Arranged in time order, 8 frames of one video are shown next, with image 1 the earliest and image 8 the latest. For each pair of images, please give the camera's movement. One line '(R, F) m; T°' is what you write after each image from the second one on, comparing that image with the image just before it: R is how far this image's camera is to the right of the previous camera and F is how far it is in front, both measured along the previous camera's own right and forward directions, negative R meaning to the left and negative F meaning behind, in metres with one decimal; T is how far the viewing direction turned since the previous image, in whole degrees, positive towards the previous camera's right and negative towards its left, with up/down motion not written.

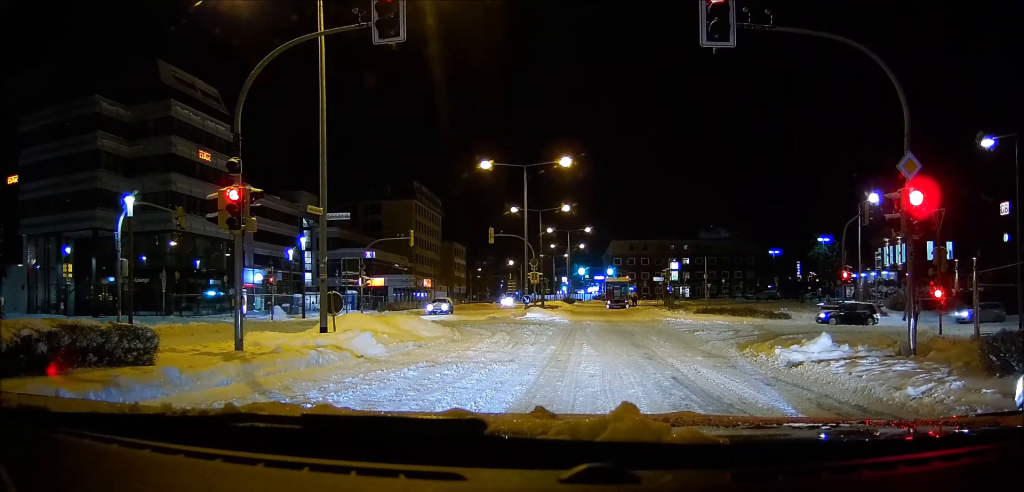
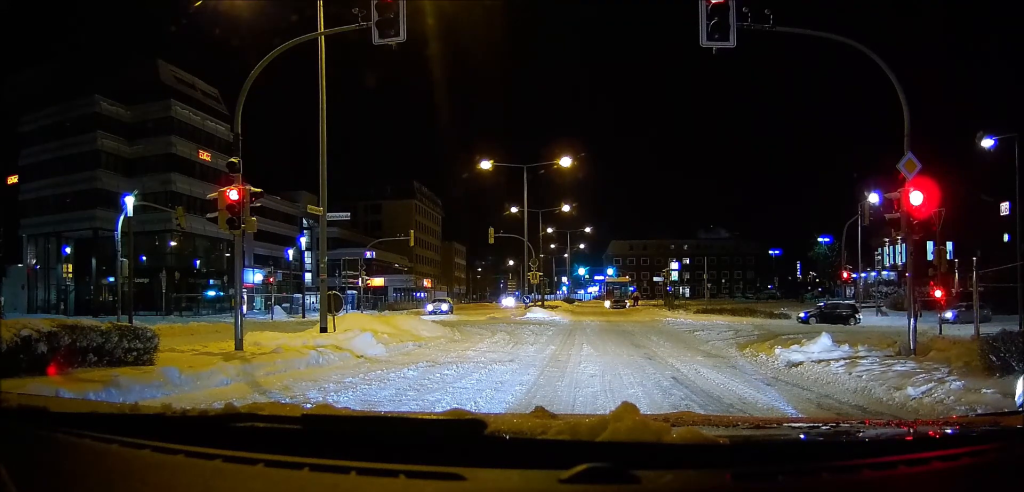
(0.0, 0.0) m; 0°
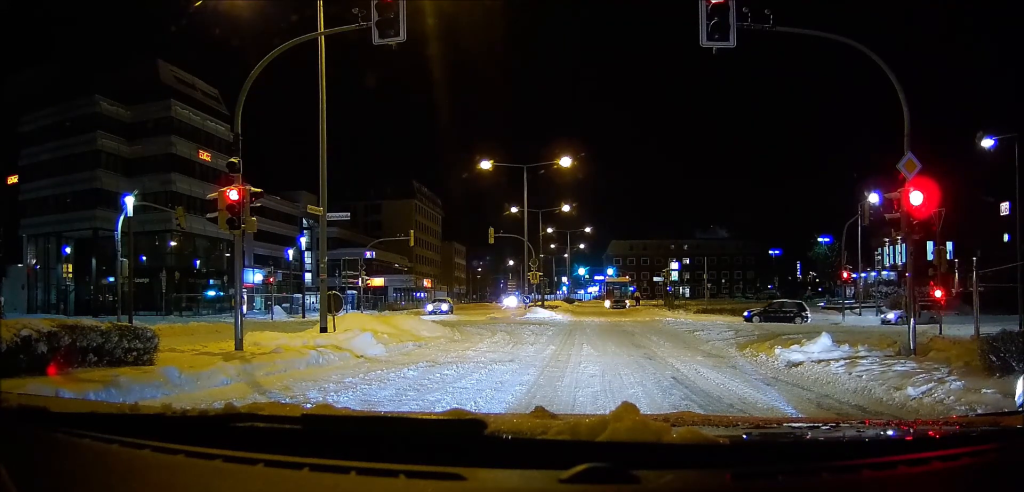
(0.0, 0.0) m; 0°
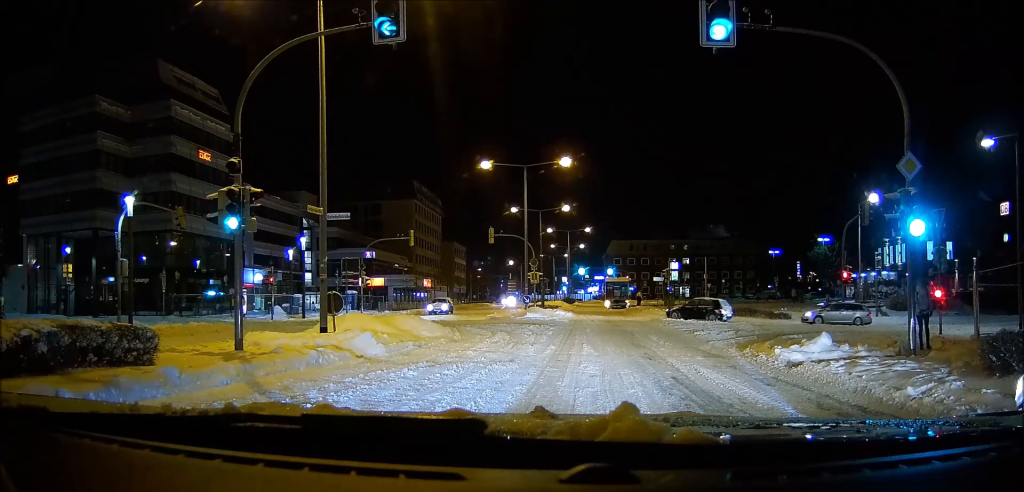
(0.0, +0.2) m; 0°
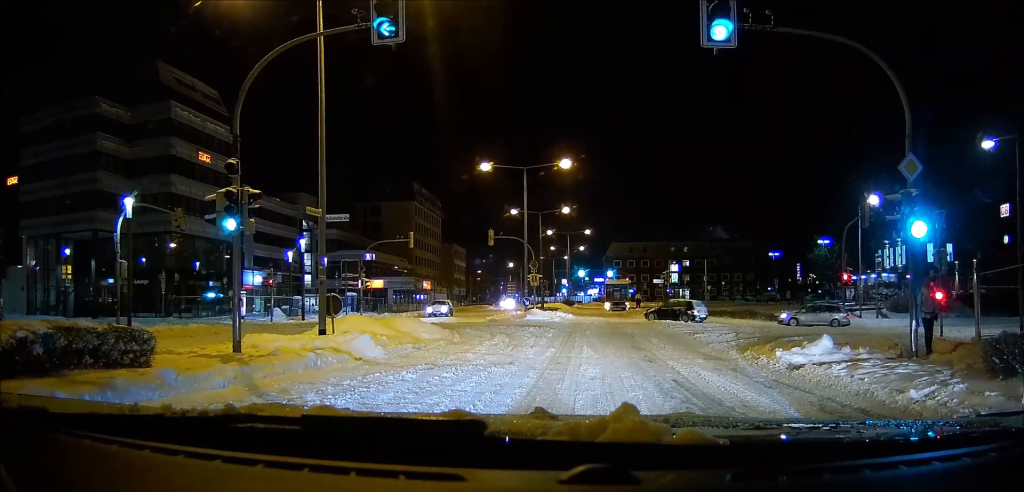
(0.0, +0.5) m; 0°
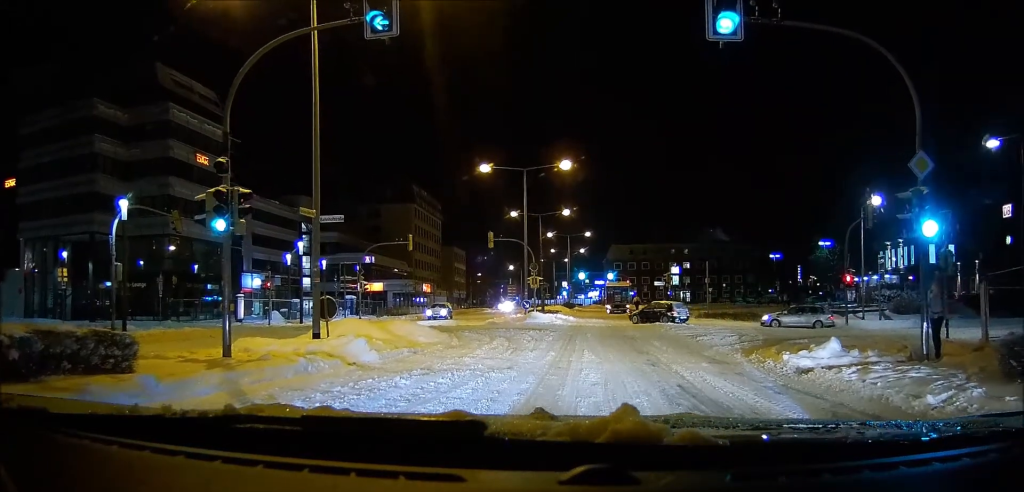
(0.0, +0.9) m; 0°
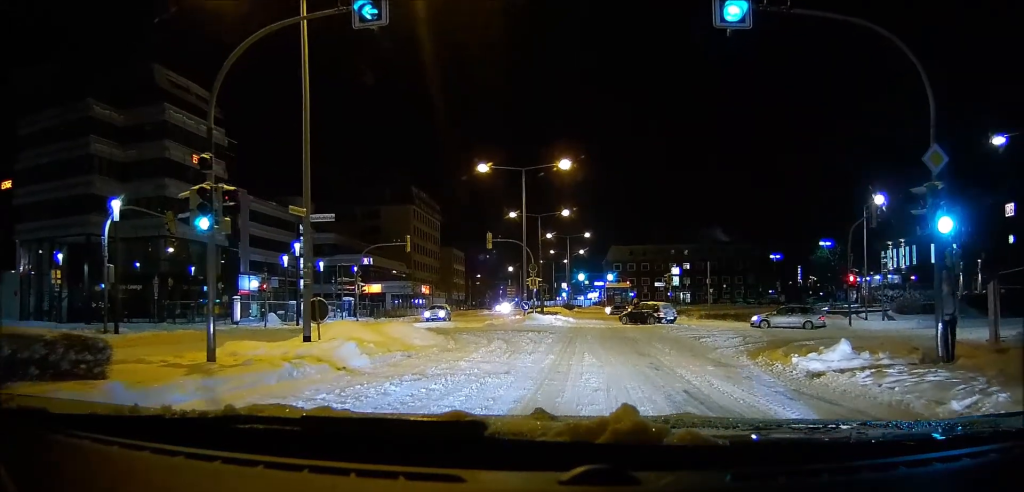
(0.0, +0.8) m; 0°
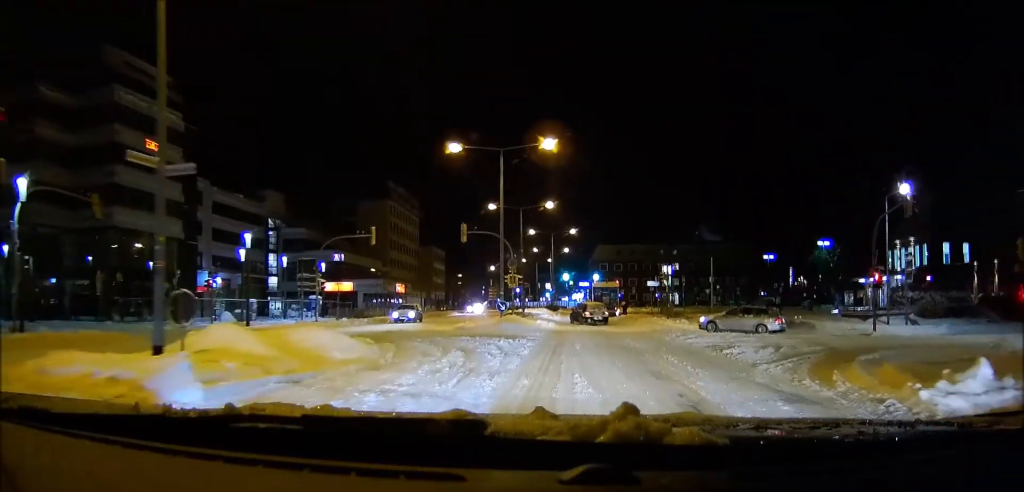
(+0.1, +6.2) m; +2°
